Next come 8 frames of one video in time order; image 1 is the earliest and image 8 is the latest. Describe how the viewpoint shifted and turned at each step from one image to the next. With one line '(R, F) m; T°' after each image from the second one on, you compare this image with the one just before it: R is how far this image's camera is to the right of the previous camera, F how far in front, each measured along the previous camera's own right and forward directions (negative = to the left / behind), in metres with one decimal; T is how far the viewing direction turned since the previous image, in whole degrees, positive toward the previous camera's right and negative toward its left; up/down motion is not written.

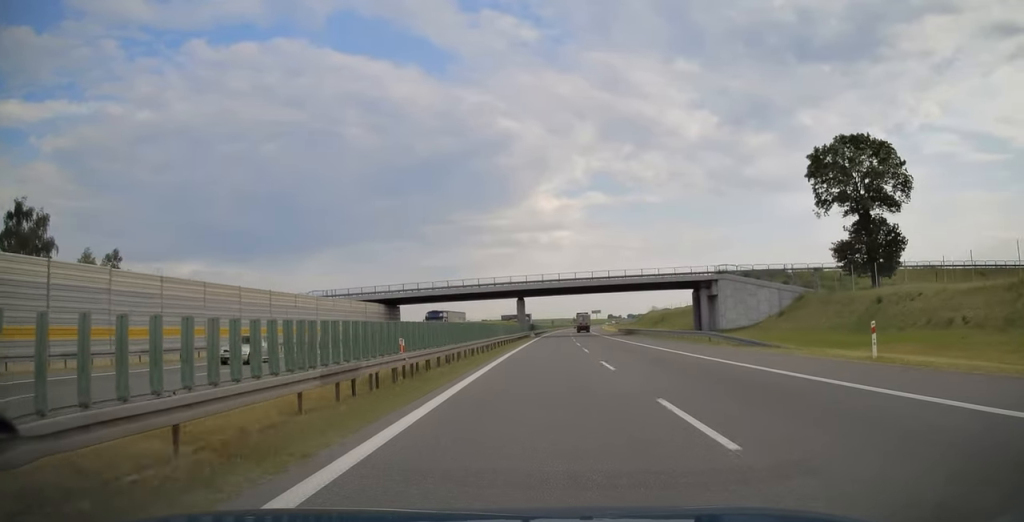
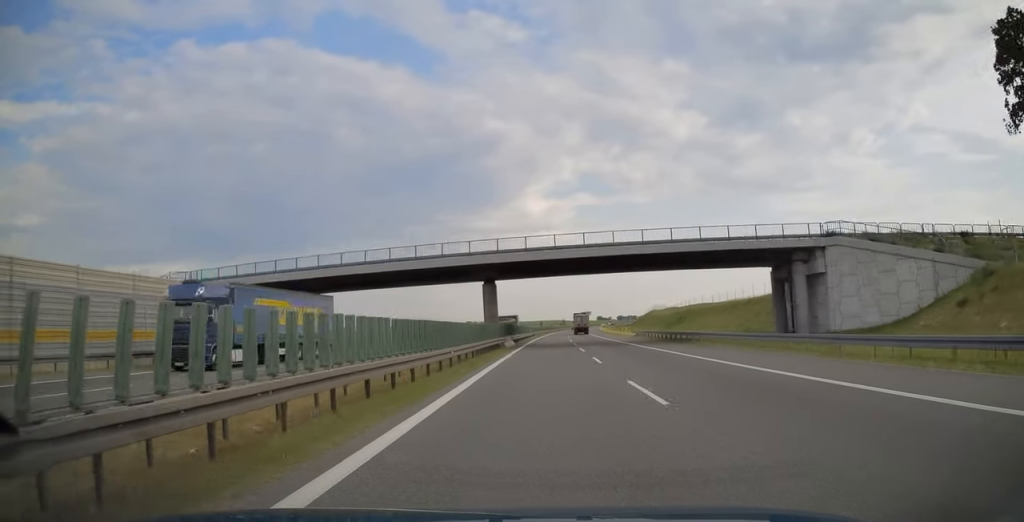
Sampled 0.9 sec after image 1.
(+0.3, +32.2) m; +1°
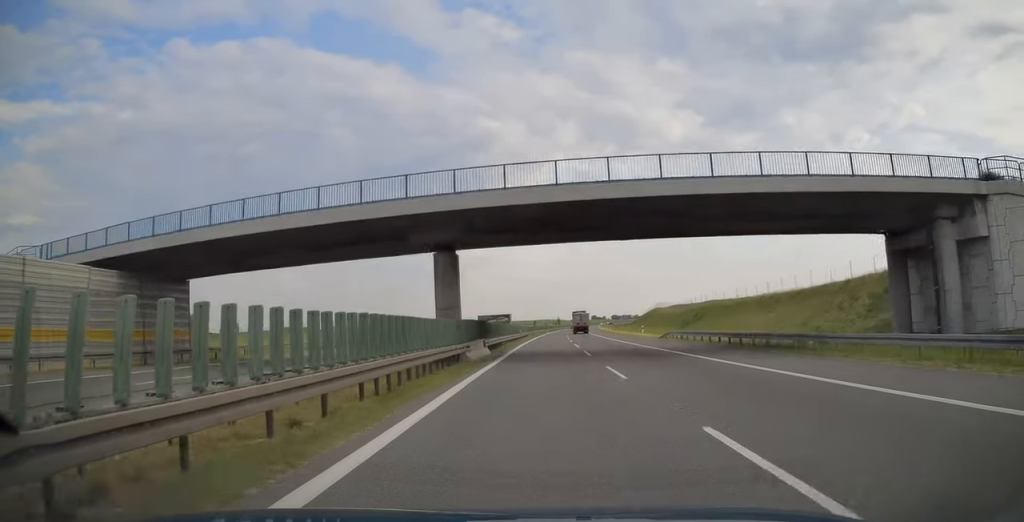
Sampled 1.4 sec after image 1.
(0.0, +18.8) m; +1°
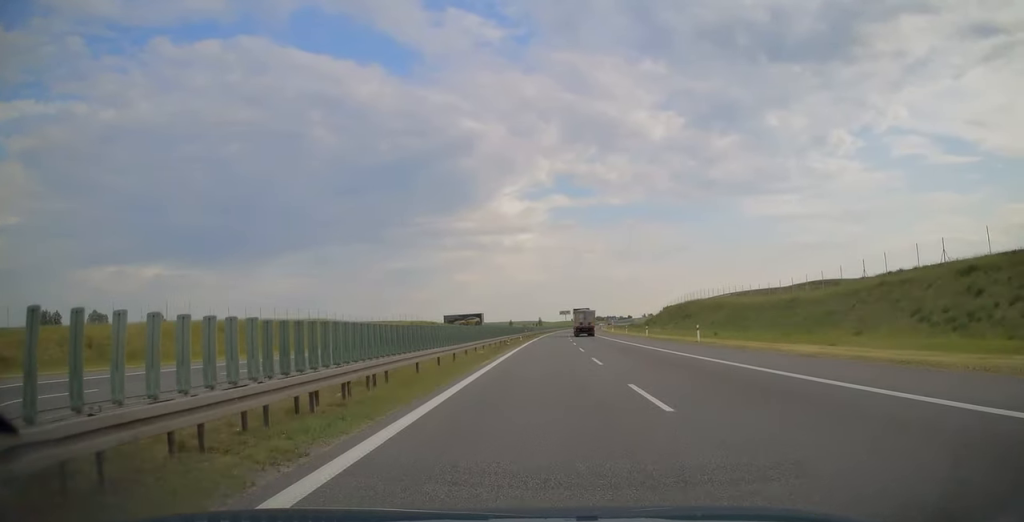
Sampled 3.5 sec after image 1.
(+1.7, +77.7) m; +2°
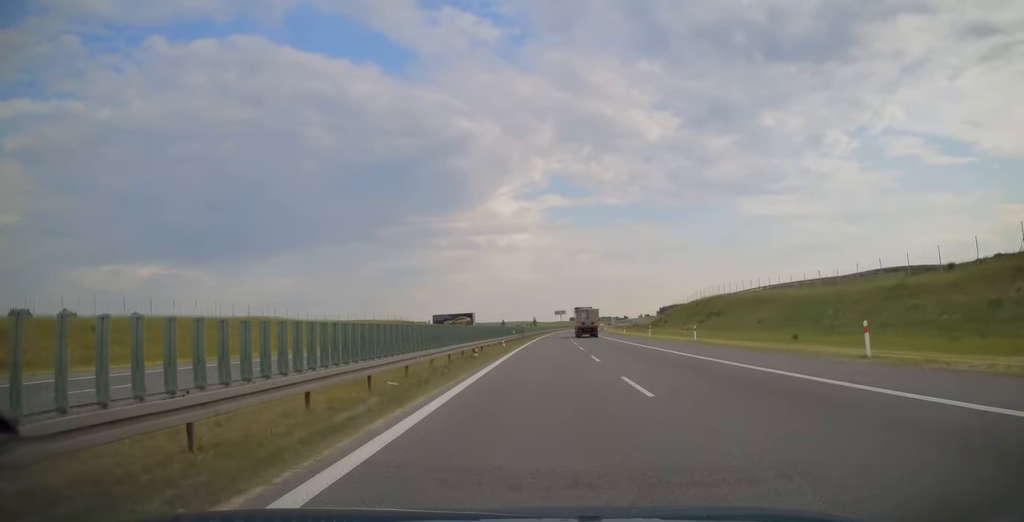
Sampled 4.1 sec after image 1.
(+0.2, +21.9) m; +1°
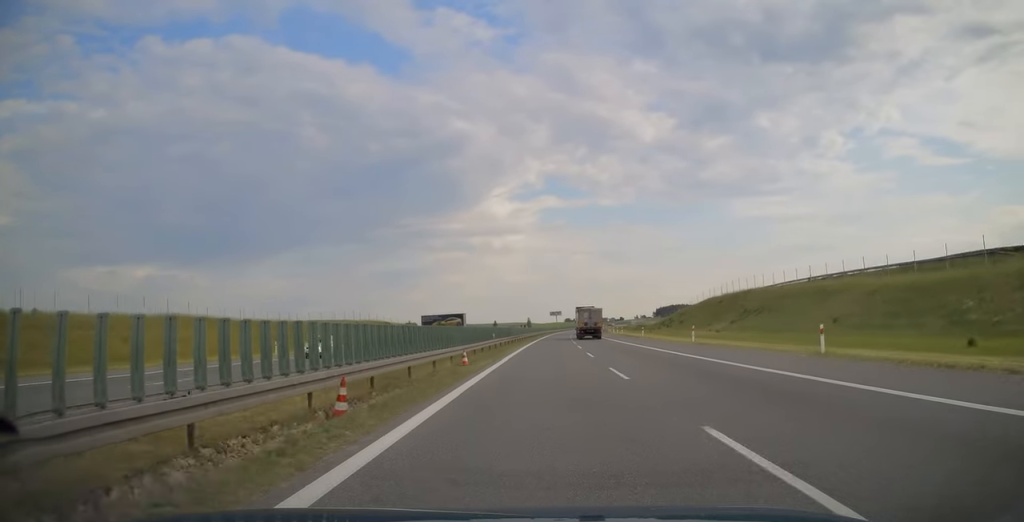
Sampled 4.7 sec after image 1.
(+0.1, +20.1) m; 0°
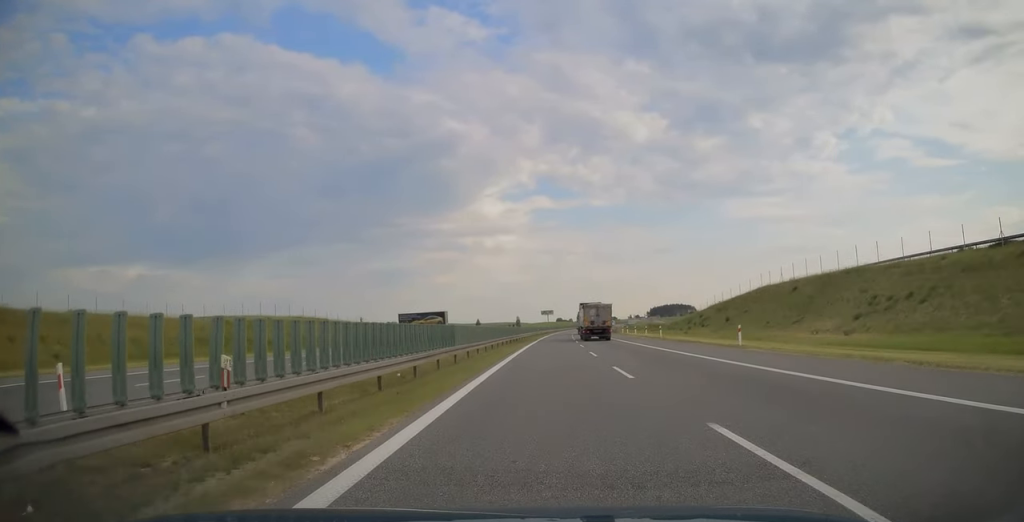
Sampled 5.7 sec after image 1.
(+0.3, +35.9) m; +1°
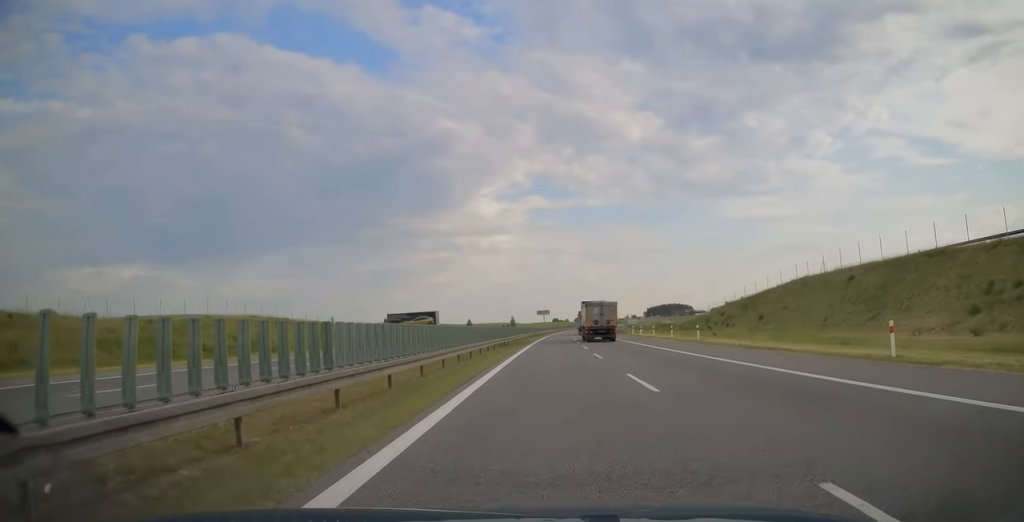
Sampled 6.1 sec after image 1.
(0.0, +15.1) m; 0°
